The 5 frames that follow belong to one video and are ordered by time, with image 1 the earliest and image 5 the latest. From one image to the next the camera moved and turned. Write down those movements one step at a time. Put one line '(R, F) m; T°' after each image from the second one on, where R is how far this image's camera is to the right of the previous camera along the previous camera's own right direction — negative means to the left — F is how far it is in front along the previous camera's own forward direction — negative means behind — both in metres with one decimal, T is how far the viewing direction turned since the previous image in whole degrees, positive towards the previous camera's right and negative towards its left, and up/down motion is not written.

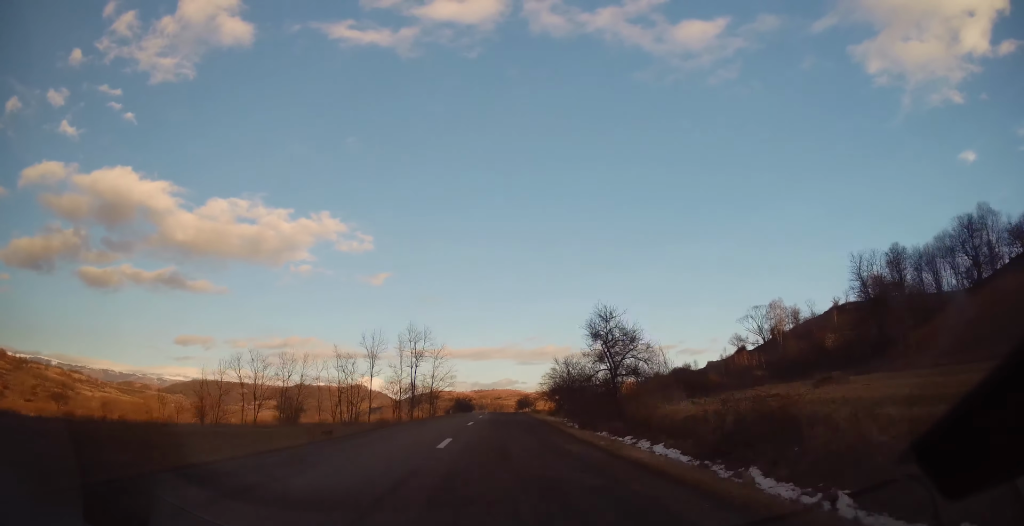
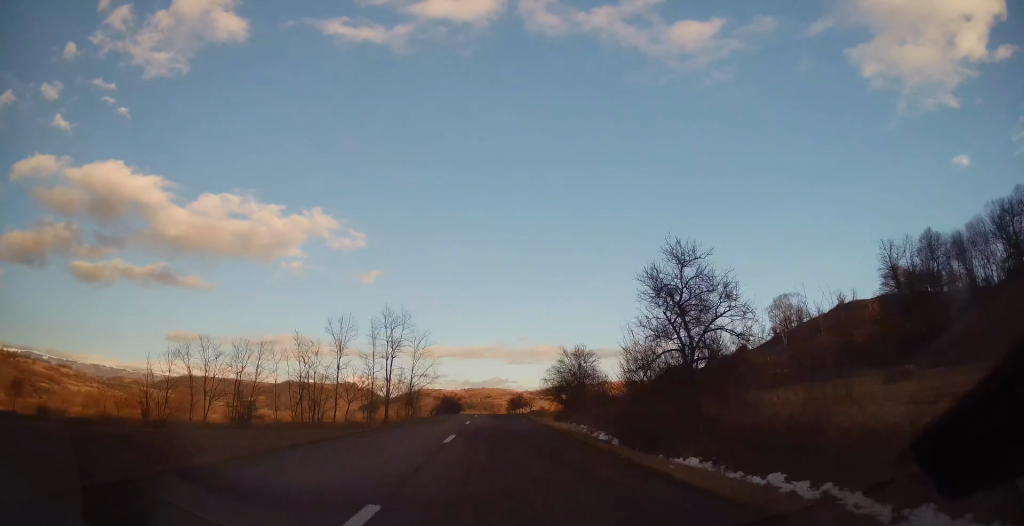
(0.0, +10.2) m; +1°
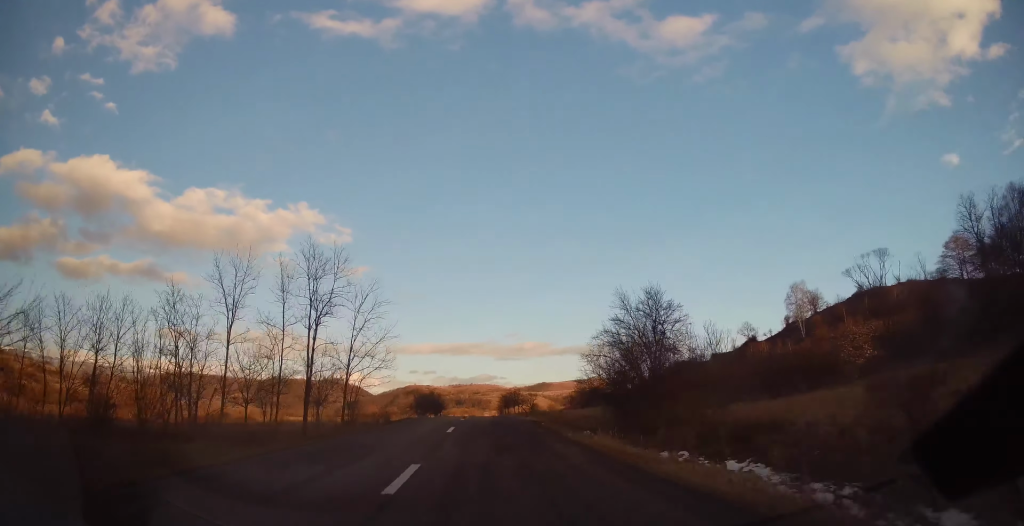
(+0.3, +20.3) m; +1°
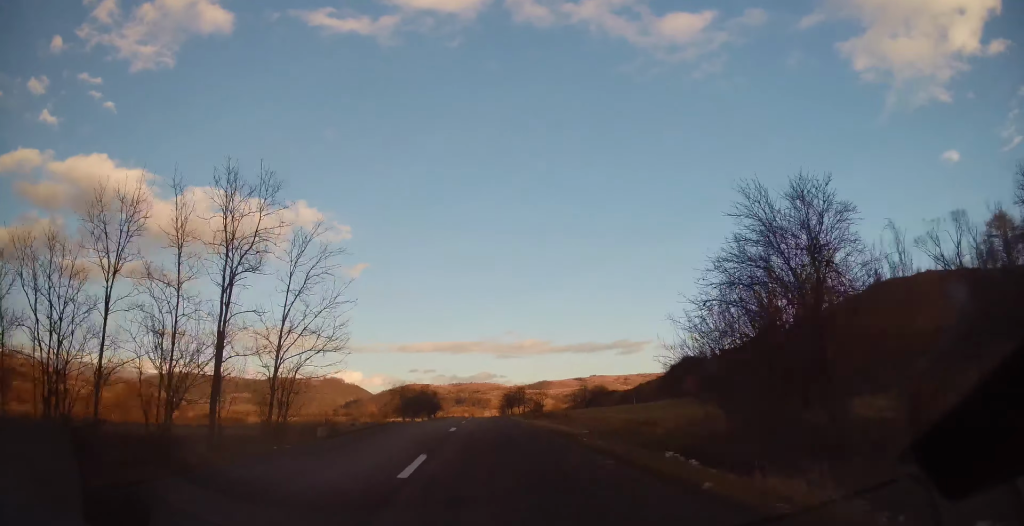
(+0.1, +10.9) m; +1°
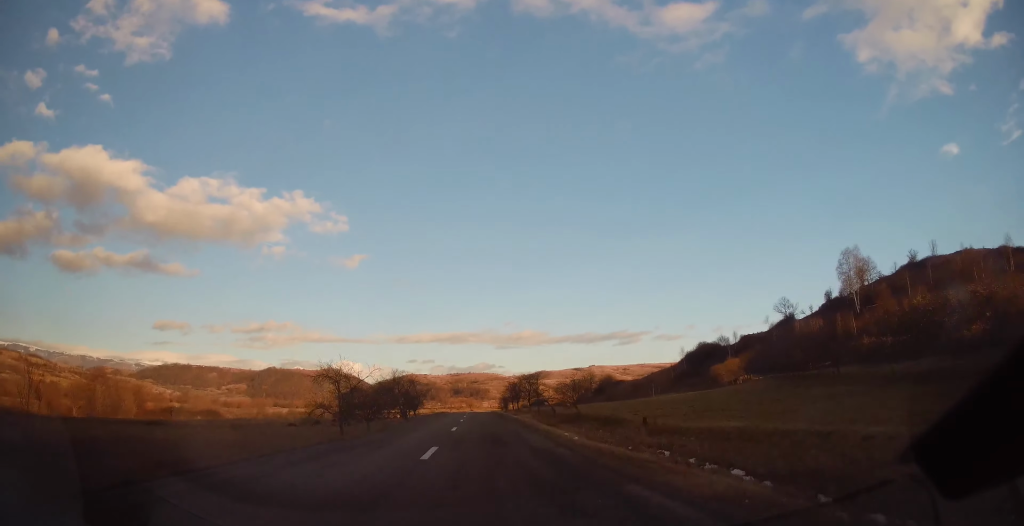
(0.0, +20.8) m; -1°
